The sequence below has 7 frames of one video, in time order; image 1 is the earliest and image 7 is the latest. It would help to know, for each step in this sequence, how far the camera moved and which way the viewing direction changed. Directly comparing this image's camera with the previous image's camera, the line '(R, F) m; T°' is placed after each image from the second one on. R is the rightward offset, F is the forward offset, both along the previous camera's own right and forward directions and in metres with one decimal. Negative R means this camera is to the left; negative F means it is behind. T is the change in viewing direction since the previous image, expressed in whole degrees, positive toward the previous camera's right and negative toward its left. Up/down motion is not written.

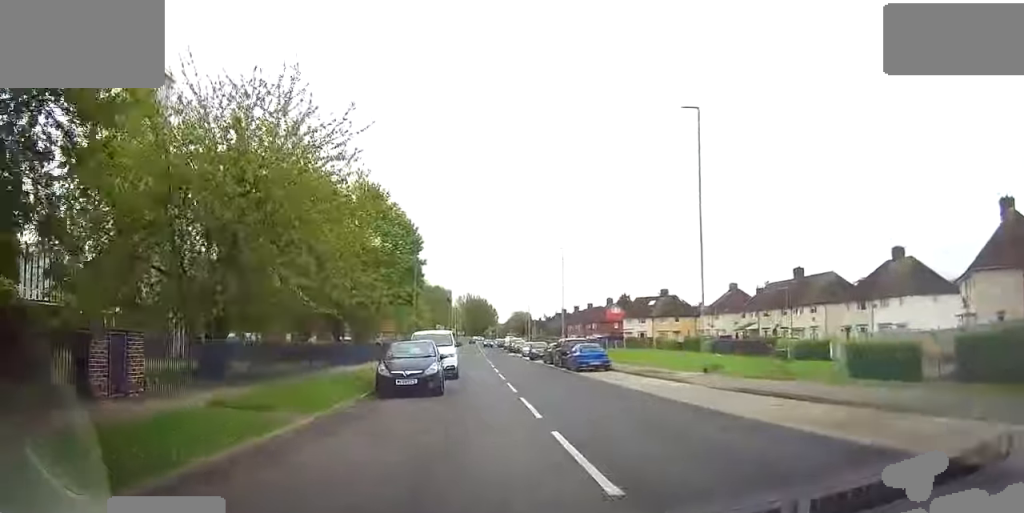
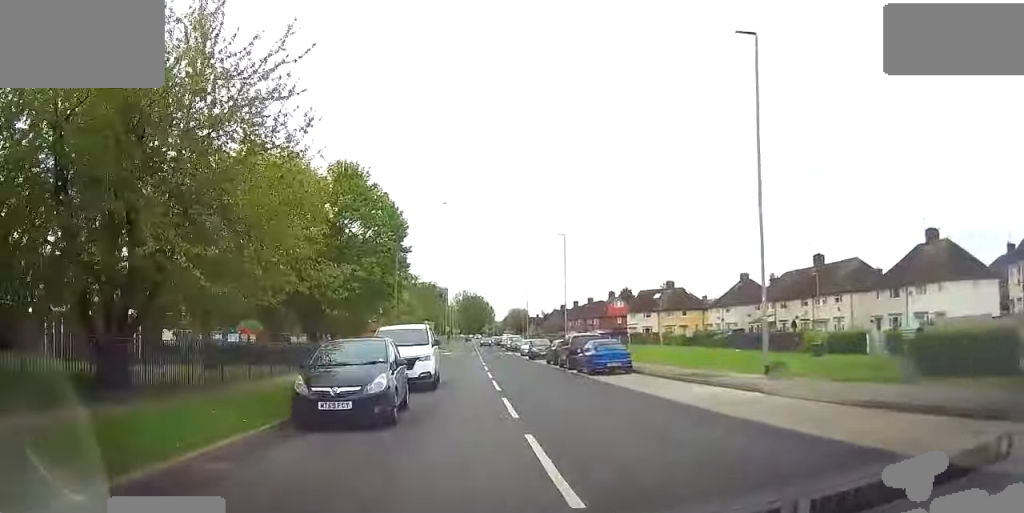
(+0.3, +6.4) m; +1°
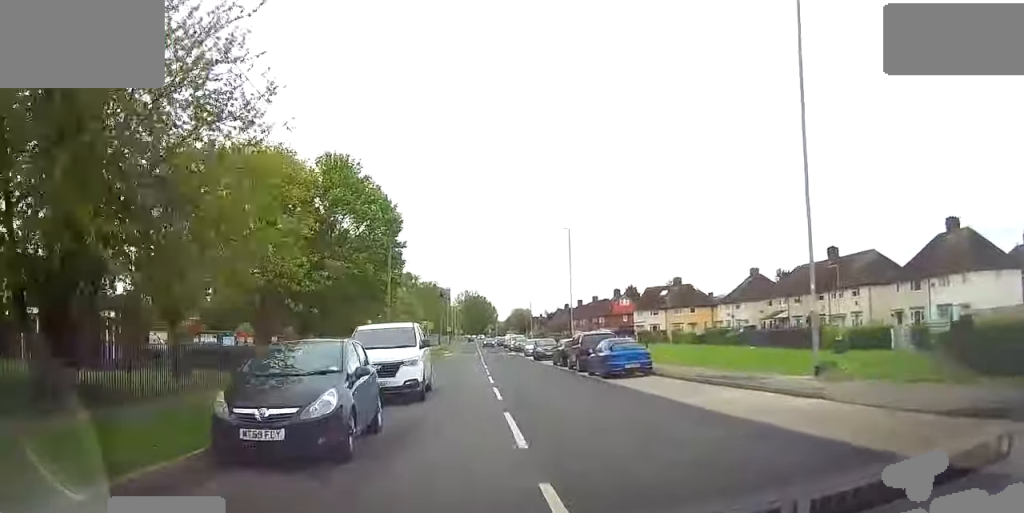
(0.0, +2.9) m; -1°
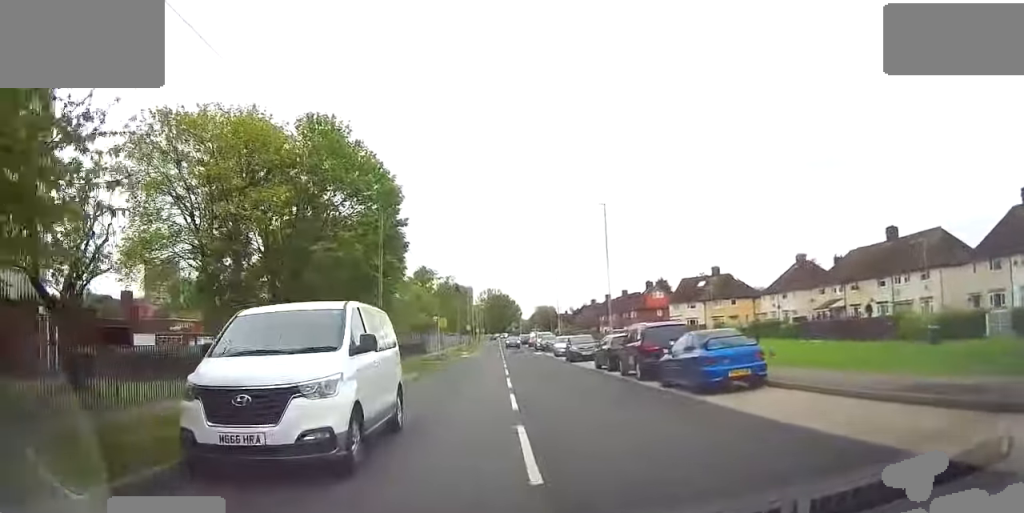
(-0.5, +8.7) m; -4°
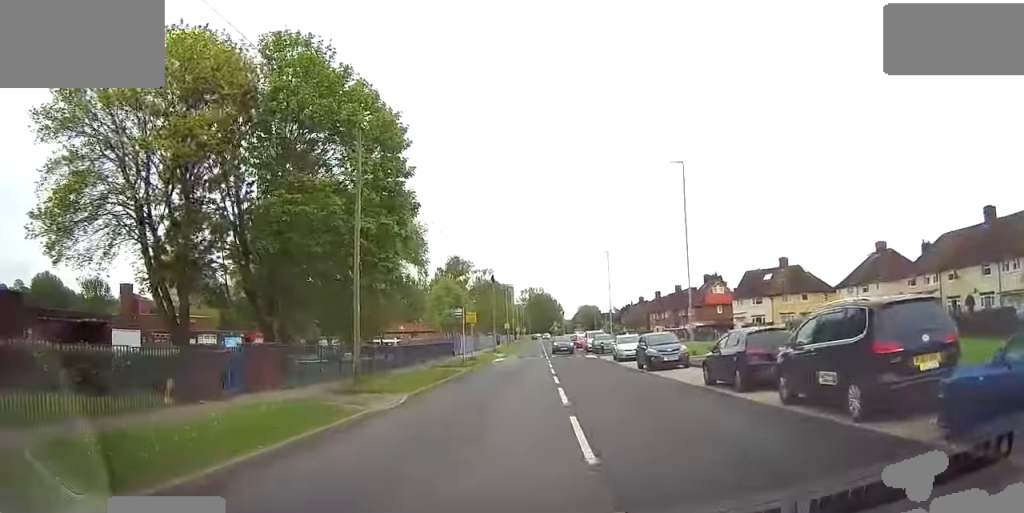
(+0.1, +11.2) m; -2°
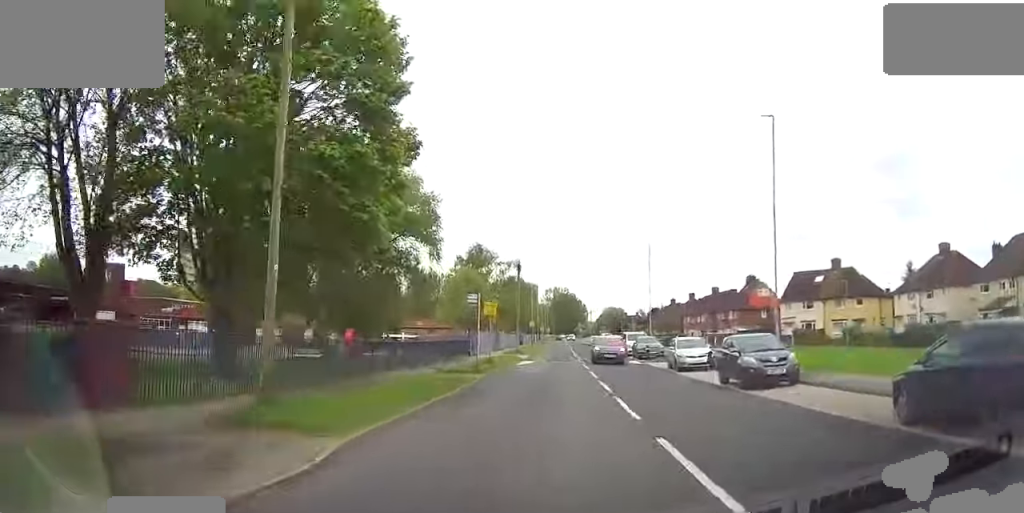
(-0.5, +8.7) m; -2°
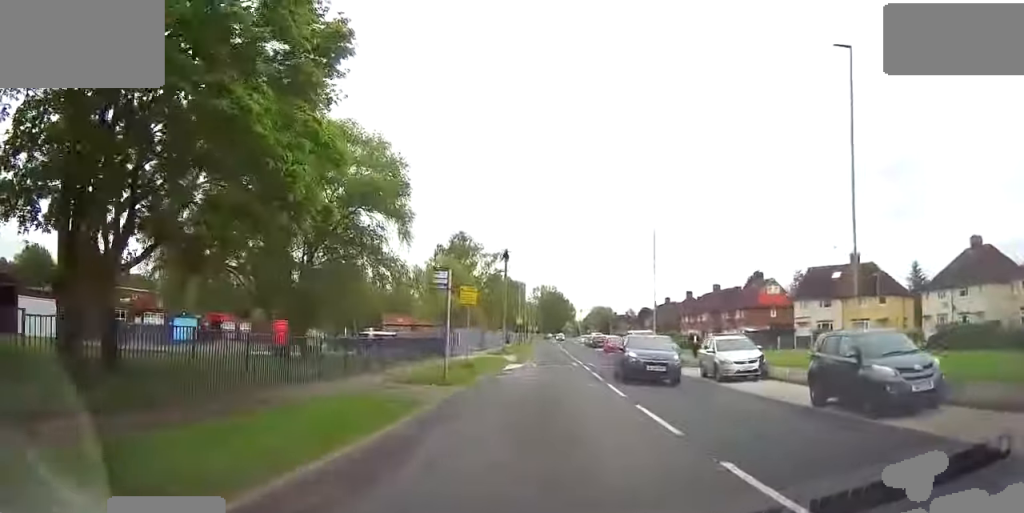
(+0.1, +7.6) m; +1°
